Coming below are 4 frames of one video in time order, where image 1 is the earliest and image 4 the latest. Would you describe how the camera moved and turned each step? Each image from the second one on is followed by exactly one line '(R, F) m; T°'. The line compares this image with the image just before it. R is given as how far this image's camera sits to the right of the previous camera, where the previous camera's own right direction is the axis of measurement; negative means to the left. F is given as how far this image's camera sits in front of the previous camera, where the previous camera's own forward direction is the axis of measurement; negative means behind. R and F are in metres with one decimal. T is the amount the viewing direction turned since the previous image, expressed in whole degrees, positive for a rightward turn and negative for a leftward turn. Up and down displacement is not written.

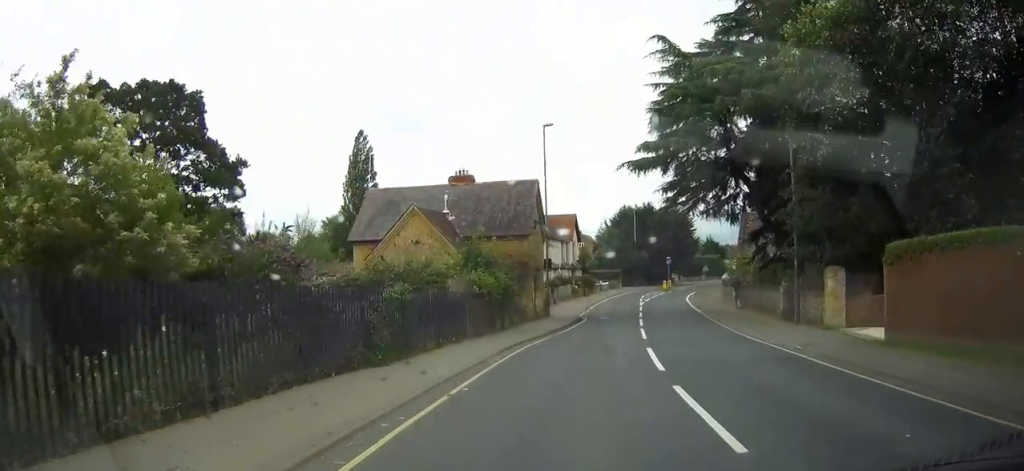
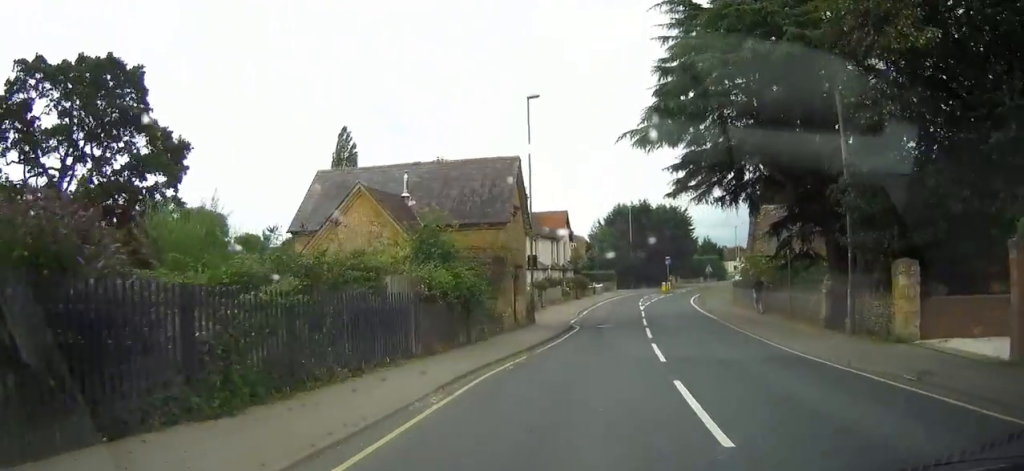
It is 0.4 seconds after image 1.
(0.0, +5.9) m; +1°
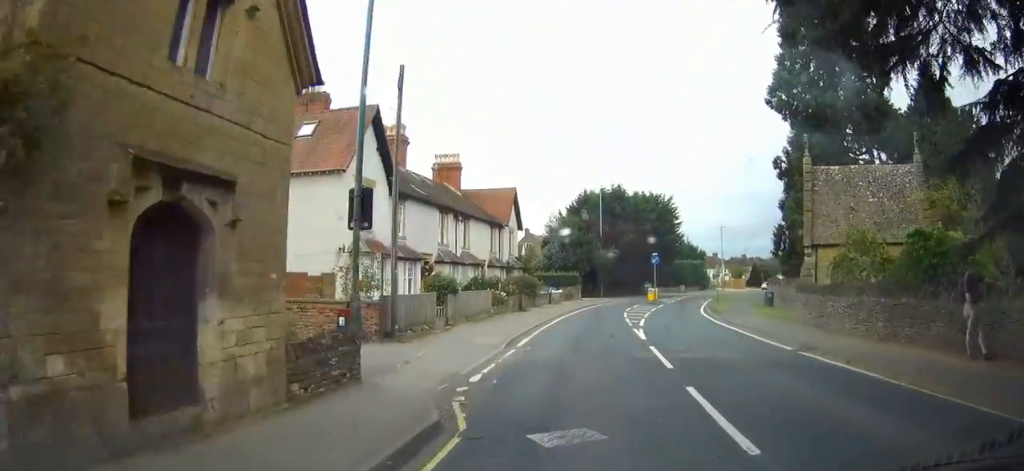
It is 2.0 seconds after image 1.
(+0.4, +20.3) m; +2°
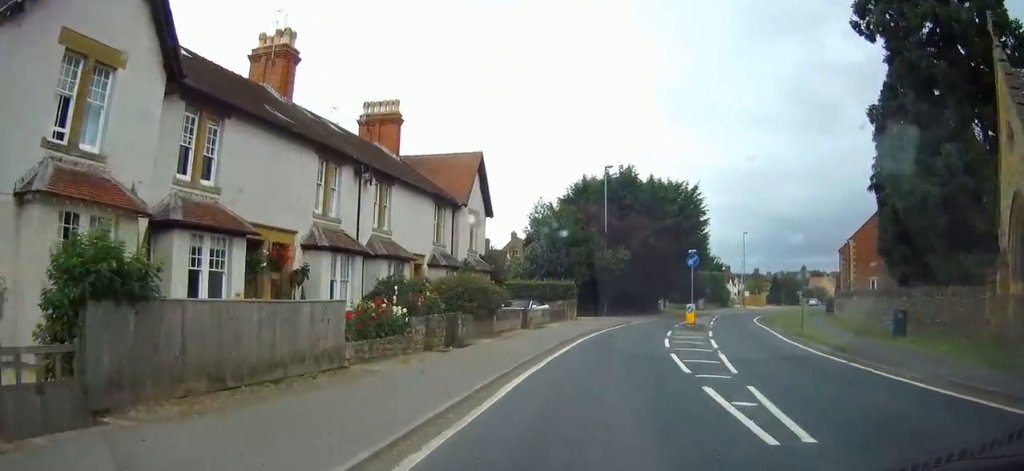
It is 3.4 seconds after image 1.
(+0.4, +17.9) m; +2°
